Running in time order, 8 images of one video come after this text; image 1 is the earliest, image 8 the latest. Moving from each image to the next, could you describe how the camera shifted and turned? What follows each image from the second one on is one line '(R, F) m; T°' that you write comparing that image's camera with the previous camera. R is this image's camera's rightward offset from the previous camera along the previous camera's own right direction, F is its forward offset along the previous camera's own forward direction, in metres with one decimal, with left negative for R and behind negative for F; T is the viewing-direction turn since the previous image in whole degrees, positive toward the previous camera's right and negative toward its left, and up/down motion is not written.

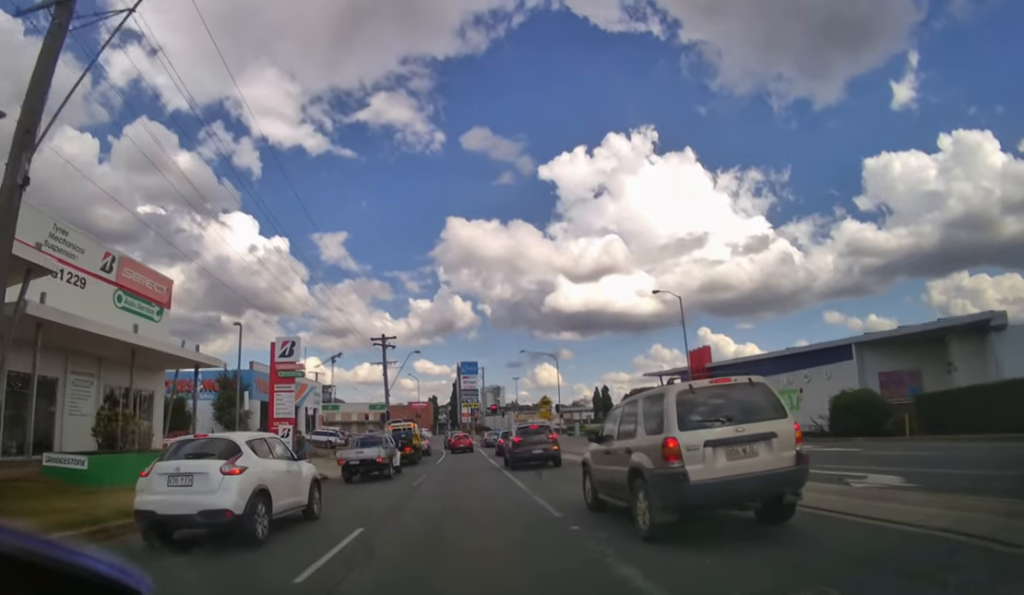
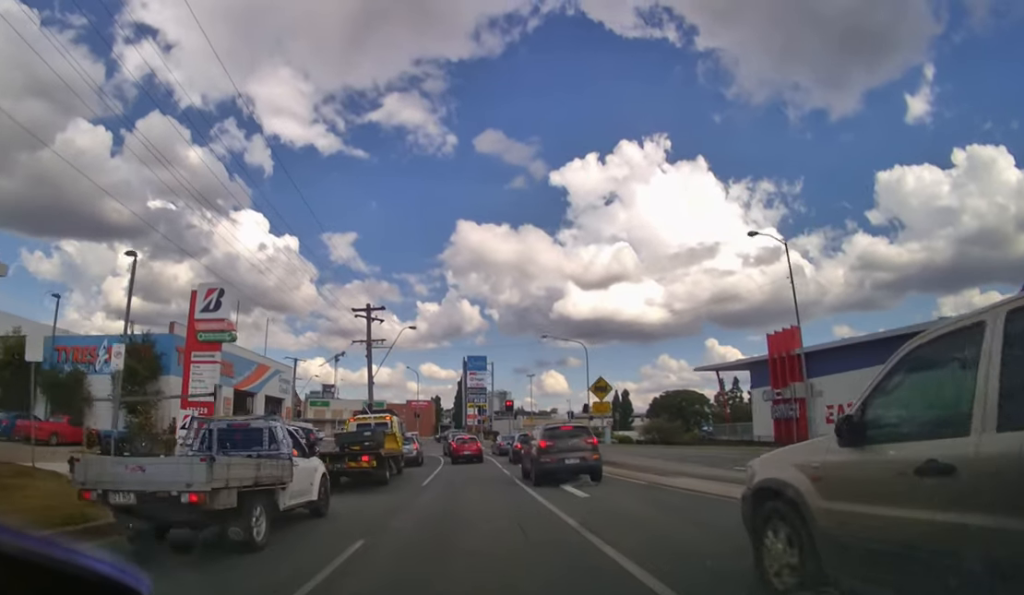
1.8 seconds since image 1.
(0.0, +12.9) m; 0°
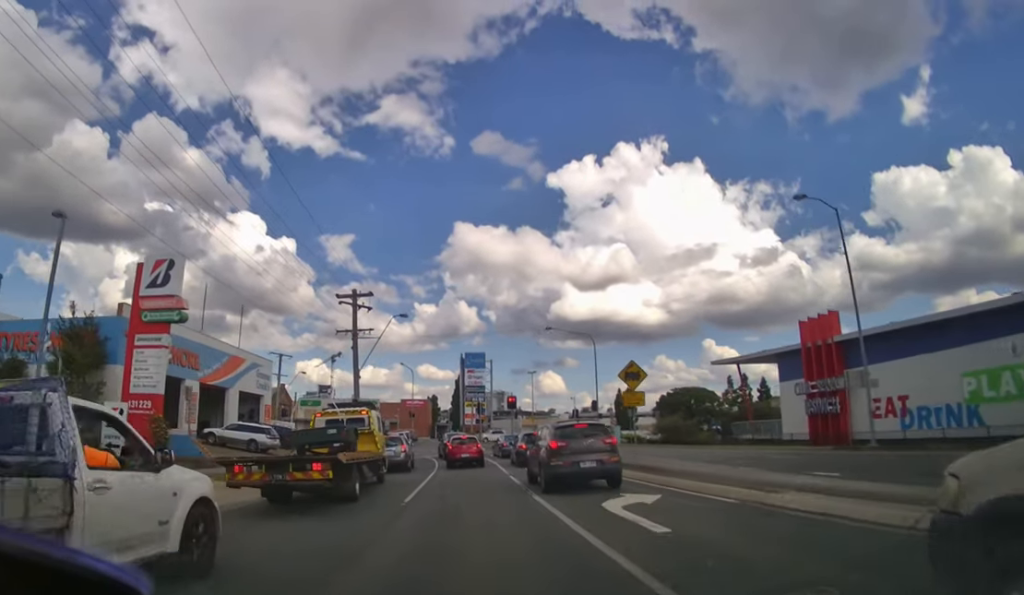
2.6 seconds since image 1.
(0.0, +4.2) m; 0°
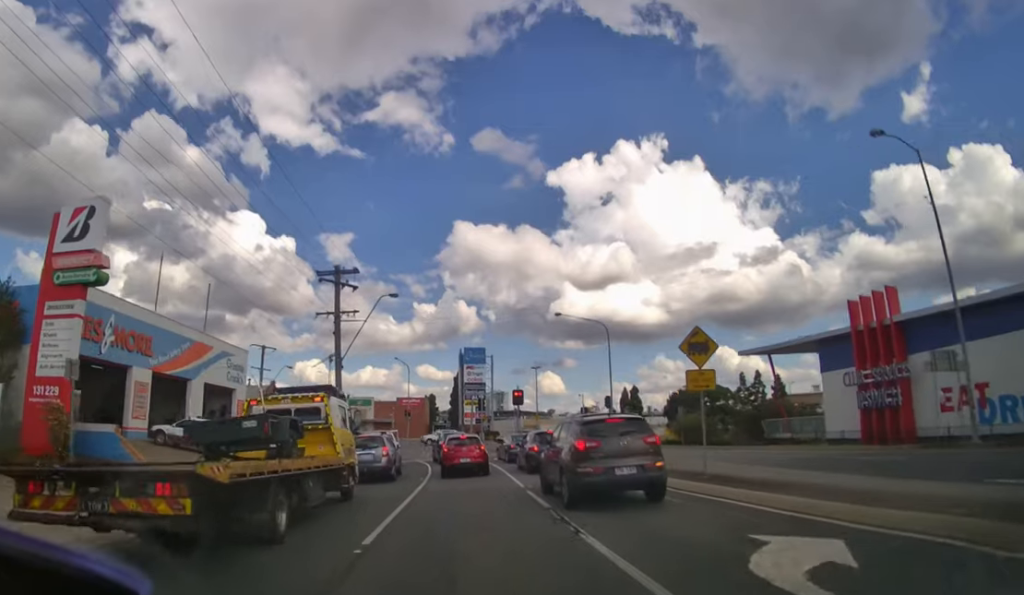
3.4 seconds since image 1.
(0.0, +4.5) m; 0°
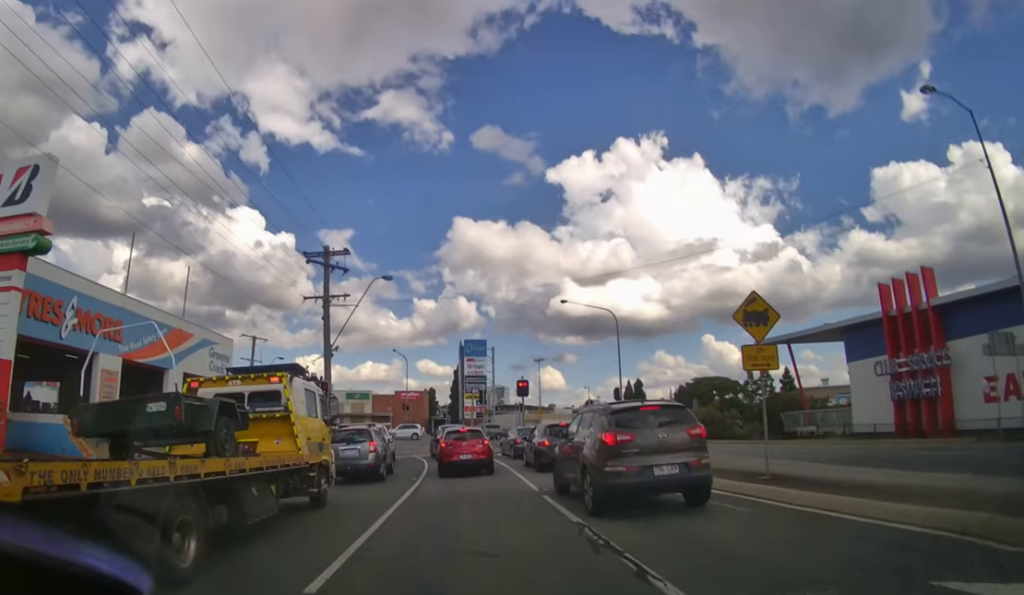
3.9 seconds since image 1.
(0.0, +2.4) m; 0°
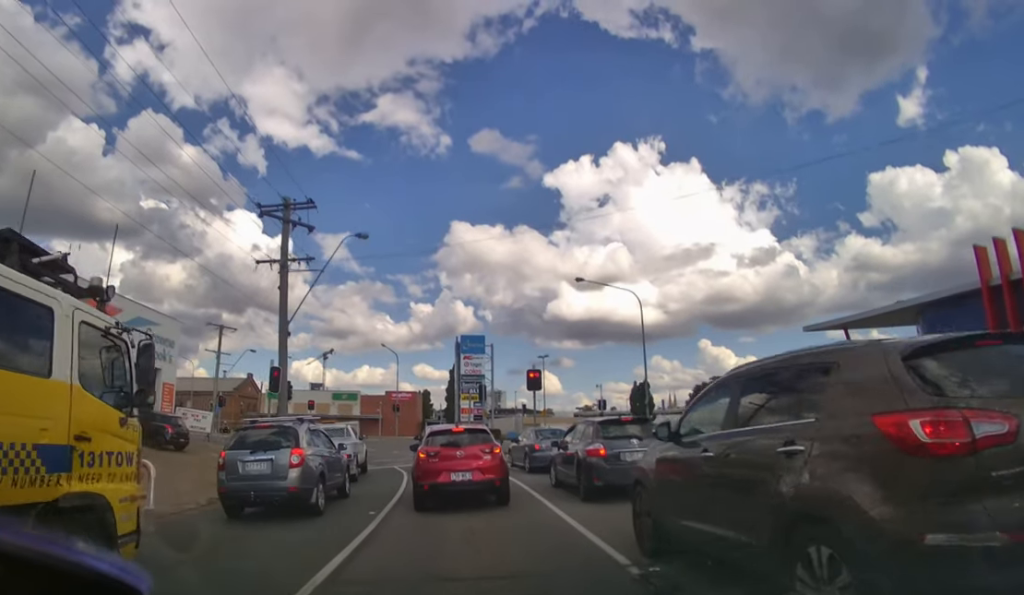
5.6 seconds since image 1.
(+0.1, +6.2) m; +2°
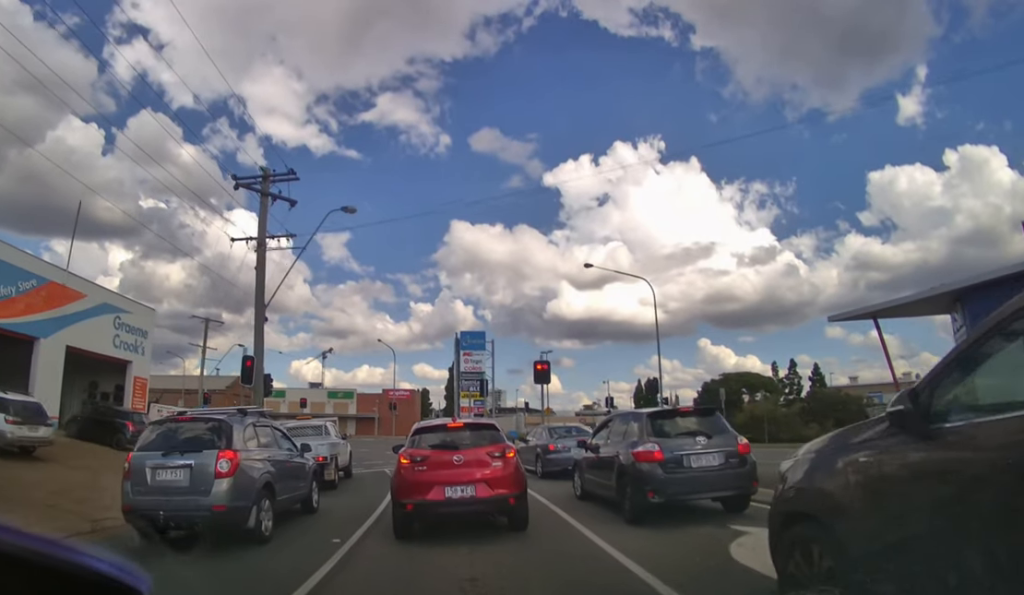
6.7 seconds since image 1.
(0.0, +3.0) m; +1°
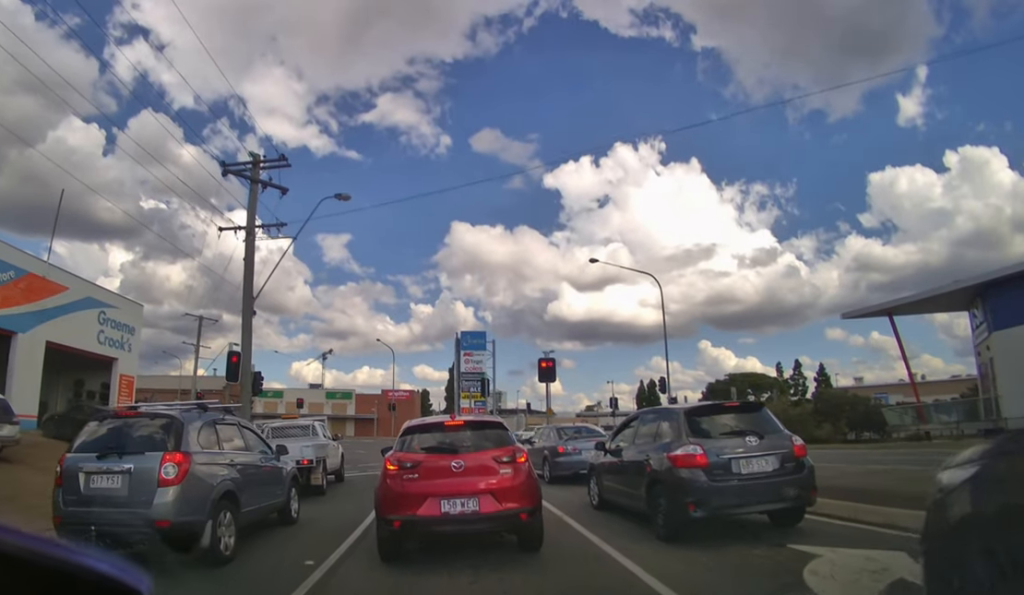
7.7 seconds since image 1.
(0.0, +1.9) m; 0°
